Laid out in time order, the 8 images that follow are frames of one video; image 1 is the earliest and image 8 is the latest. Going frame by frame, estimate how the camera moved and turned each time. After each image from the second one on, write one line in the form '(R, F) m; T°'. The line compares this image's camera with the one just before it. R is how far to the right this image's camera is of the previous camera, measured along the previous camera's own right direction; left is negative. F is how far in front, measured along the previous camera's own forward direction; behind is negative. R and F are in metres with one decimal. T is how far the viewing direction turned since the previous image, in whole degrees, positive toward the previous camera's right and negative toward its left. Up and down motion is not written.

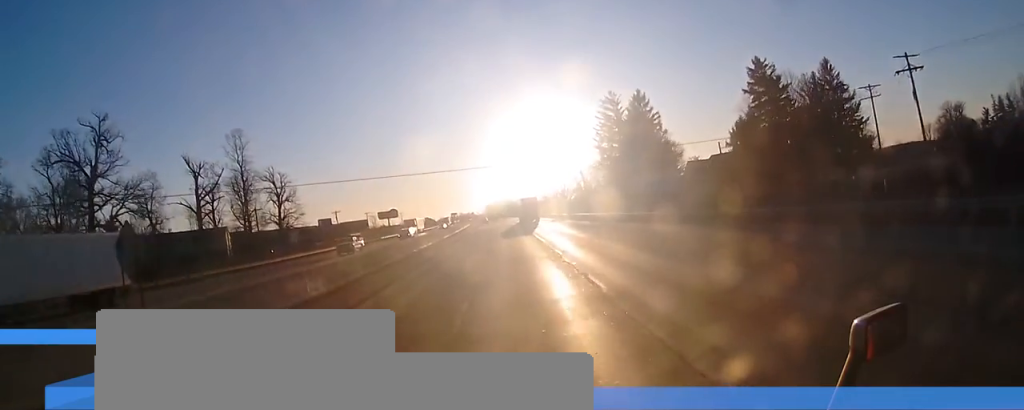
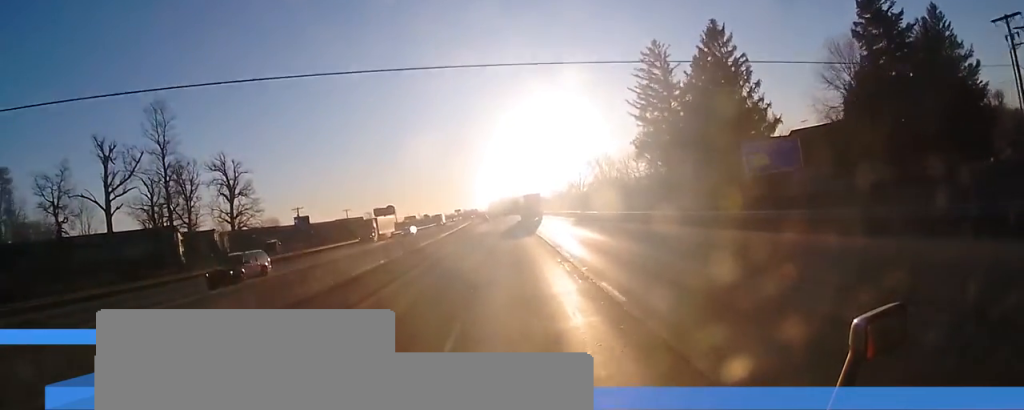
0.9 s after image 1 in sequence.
(-0.4, +27.0) m; -1°
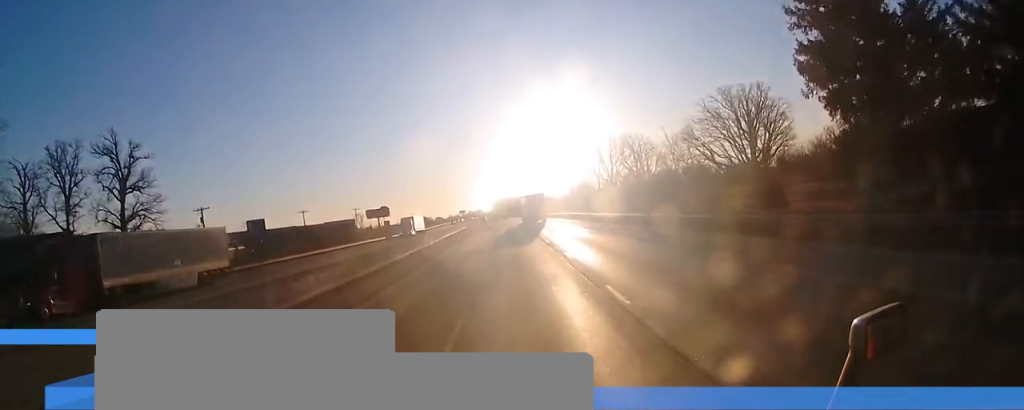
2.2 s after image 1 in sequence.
(-0.1, +36.5) m; 0°
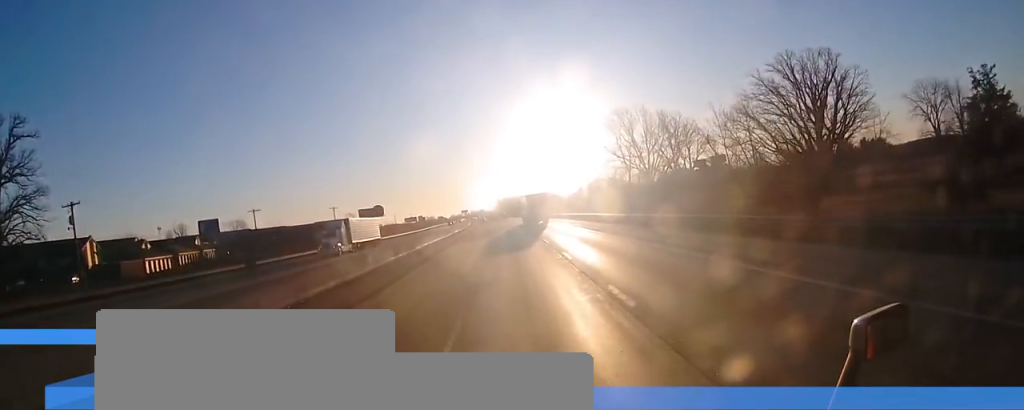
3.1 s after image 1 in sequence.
(-0.3, +24.5) m; -1°
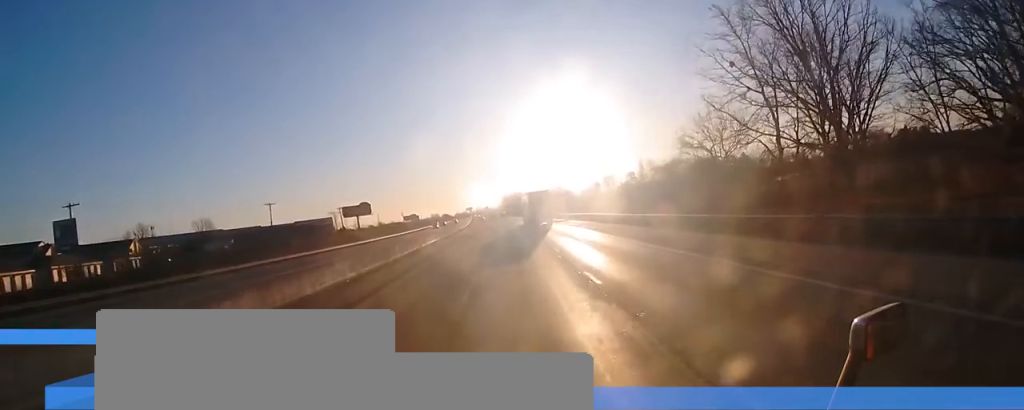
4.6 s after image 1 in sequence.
(-0.2, +45.2) m; 0°
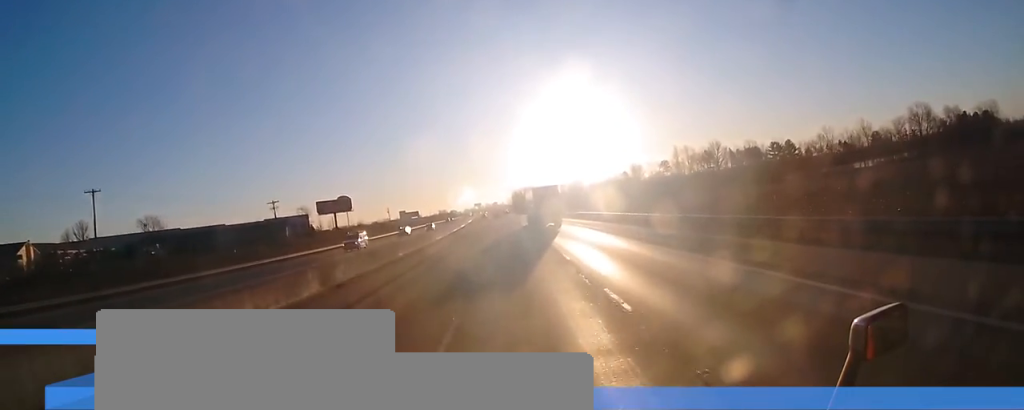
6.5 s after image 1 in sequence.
(-0.3, +53.0) m; 0°
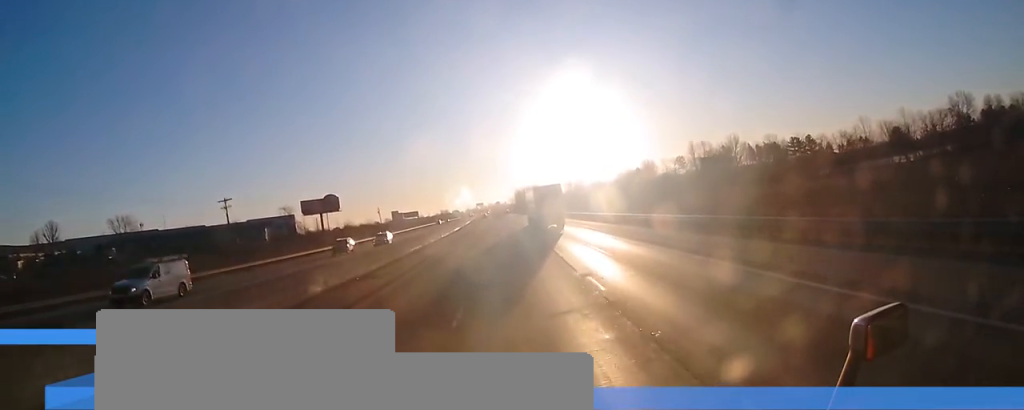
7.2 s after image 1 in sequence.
(0.0, +21.7) m; 0°
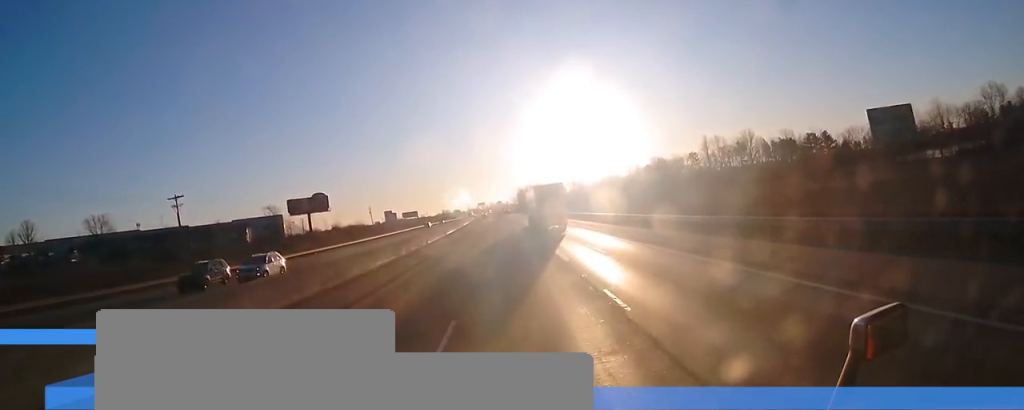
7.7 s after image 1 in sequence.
(0.0, +14.9) m; 0°
